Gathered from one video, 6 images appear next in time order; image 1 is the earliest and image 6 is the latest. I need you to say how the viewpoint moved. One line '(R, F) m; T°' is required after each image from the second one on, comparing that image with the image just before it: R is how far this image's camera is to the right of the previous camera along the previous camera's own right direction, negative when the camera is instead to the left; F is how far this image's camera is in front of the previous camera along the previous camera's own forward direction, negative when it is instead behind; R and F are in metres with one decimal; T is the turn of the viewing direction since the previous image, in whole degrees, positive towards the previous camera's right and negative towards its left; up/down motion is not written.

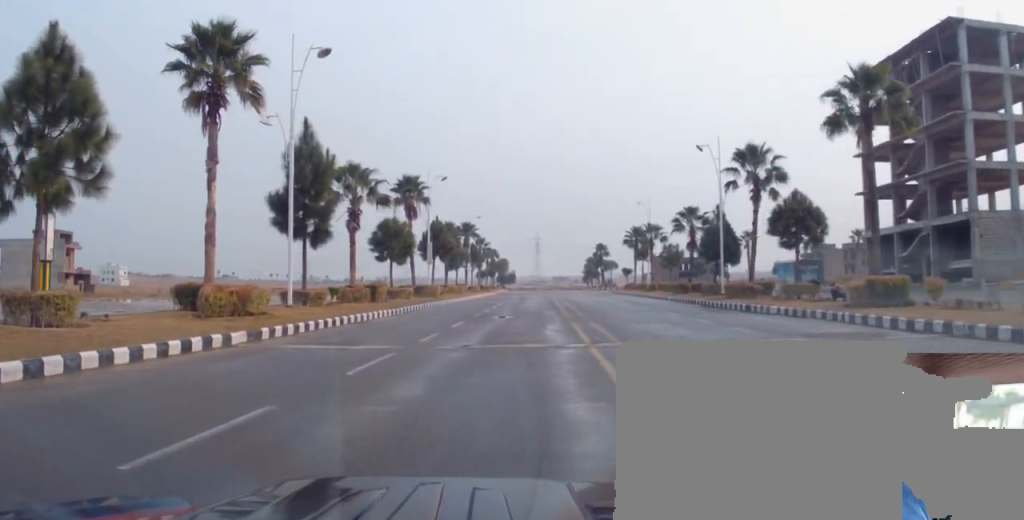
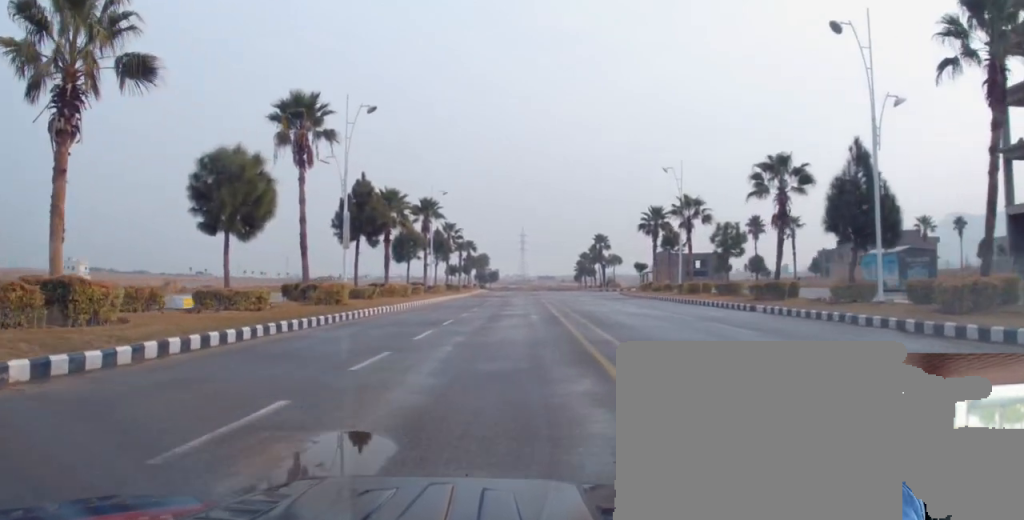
(+1.7, +23.3) m; +4°
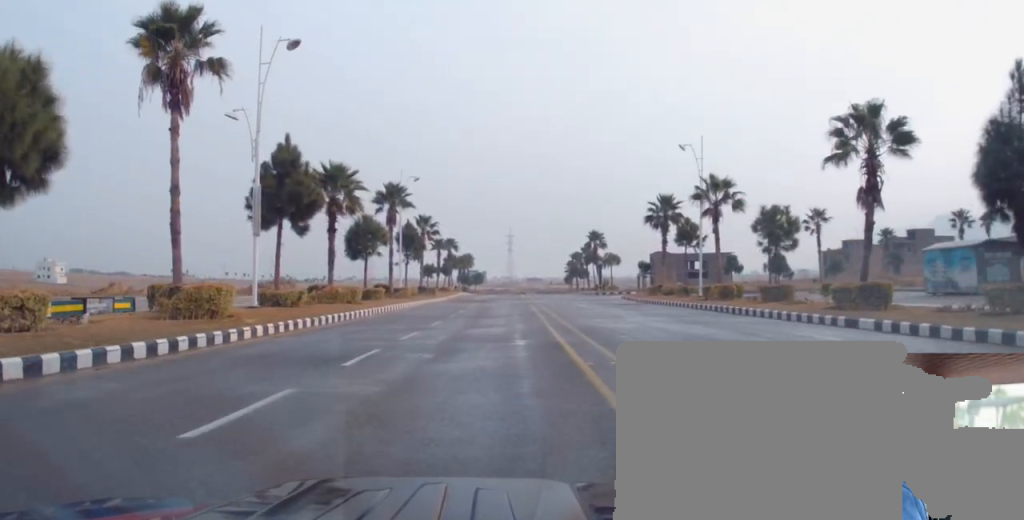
(-0.5, +10.7) m; -3°
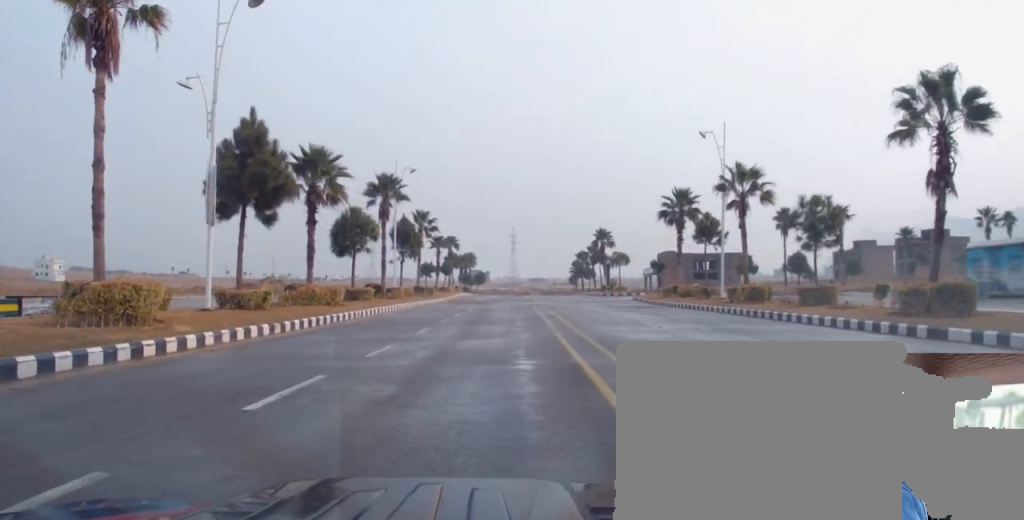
(-0.2, +4.4) m; 0°
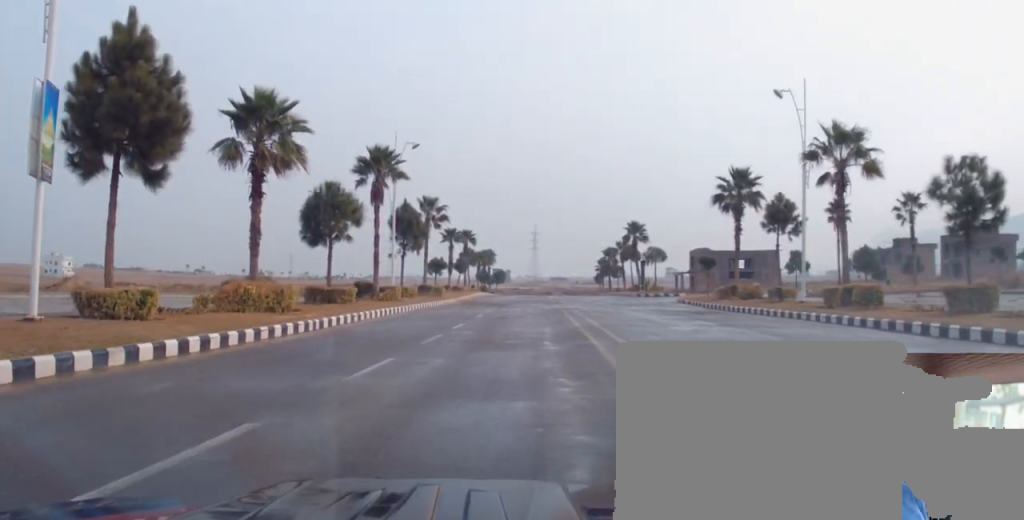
(+0.4, +9.3) m; 0°
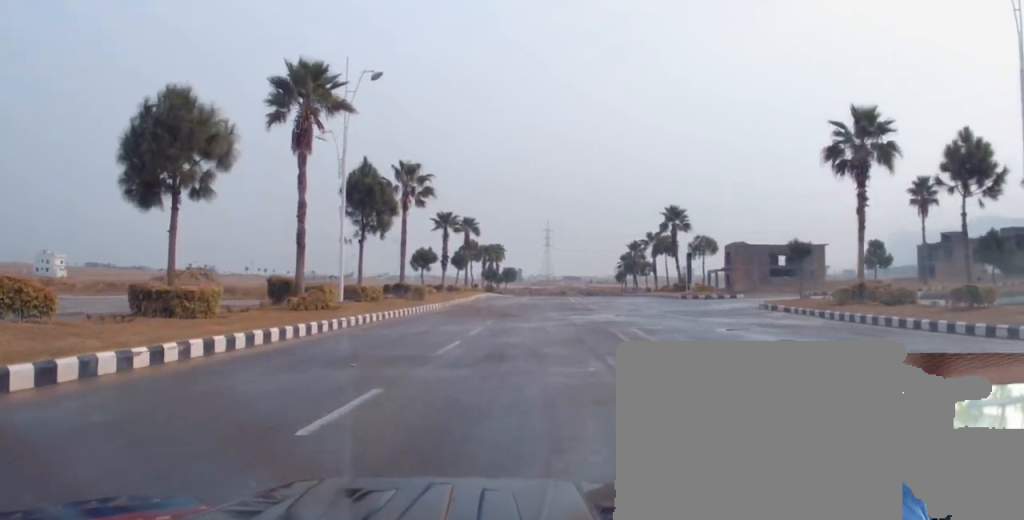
(0.0, +15.6) m; +2°
